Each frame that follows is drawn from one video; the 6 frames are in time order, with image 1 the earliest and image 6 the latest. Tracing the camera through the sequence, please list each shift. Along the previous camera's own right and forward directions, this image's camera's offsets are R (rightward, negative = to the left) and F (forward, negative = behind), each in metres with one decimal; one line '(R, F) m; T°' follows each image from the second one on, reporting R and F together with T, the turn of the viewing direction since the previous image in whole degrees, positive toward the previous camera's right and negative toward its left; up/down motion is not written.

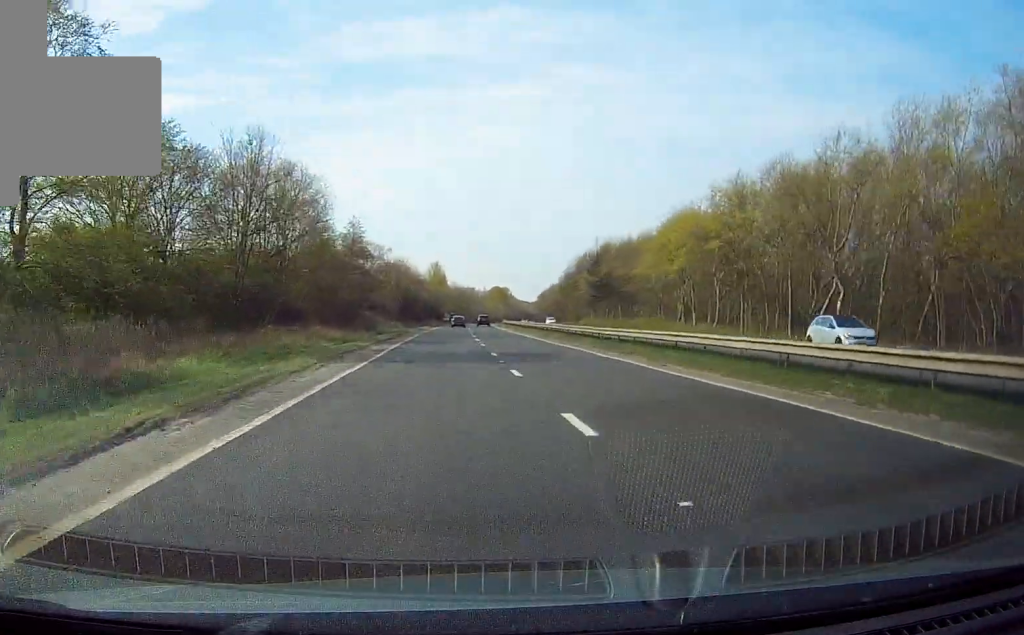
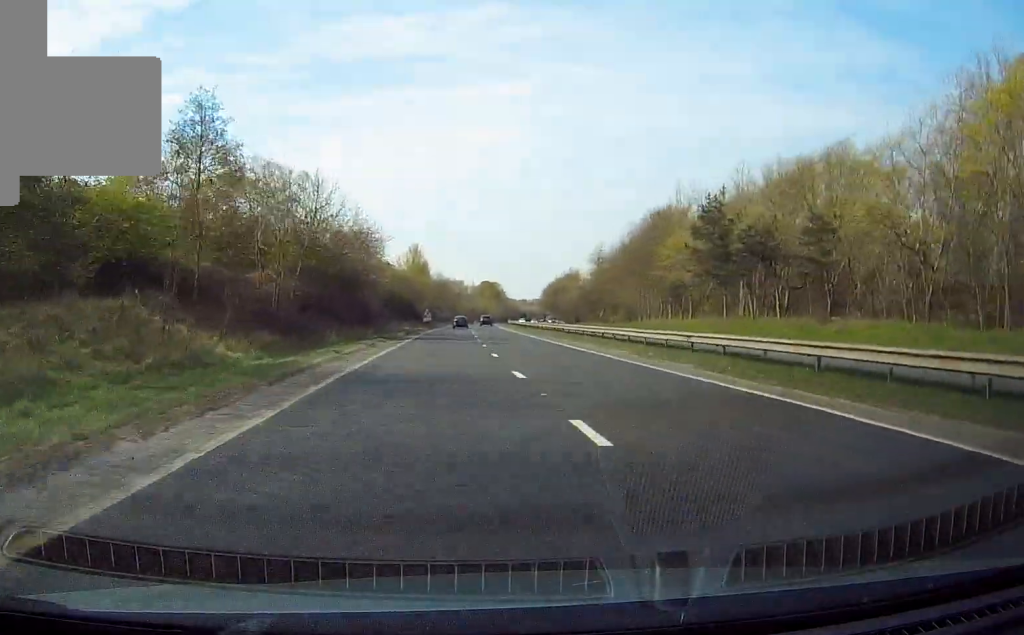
(+0.2, +62.4) m; 0°
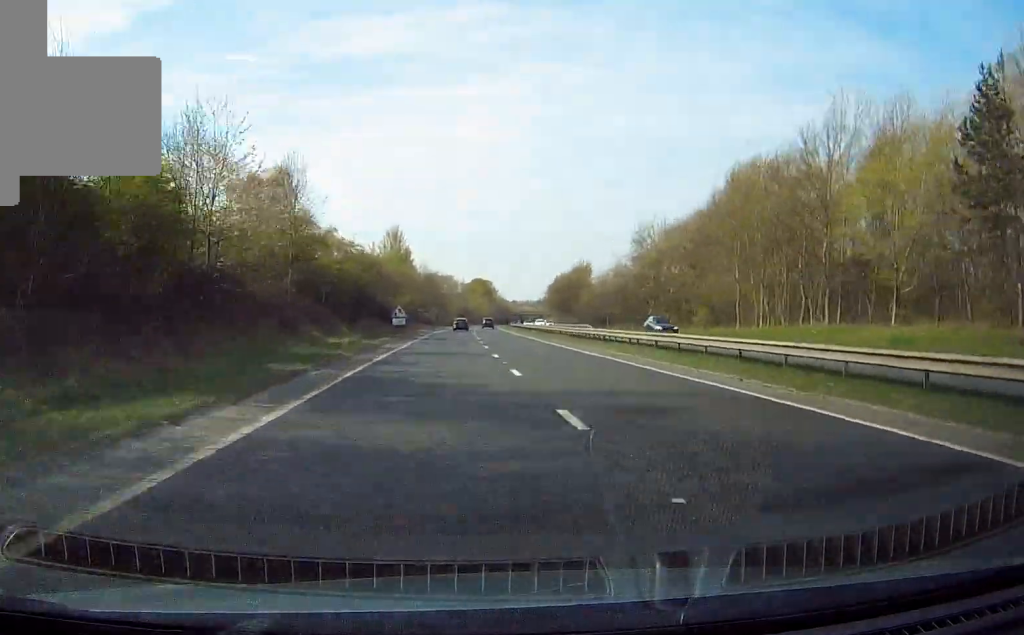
(+0.4, +42.3) m; +1°
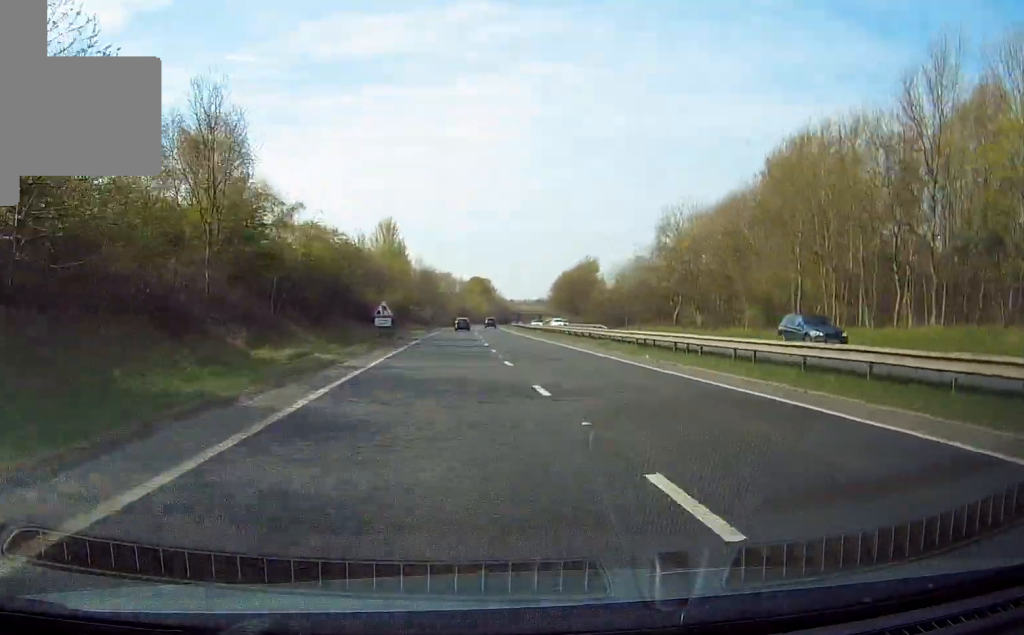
(+0.1, +13.6) m; 0°
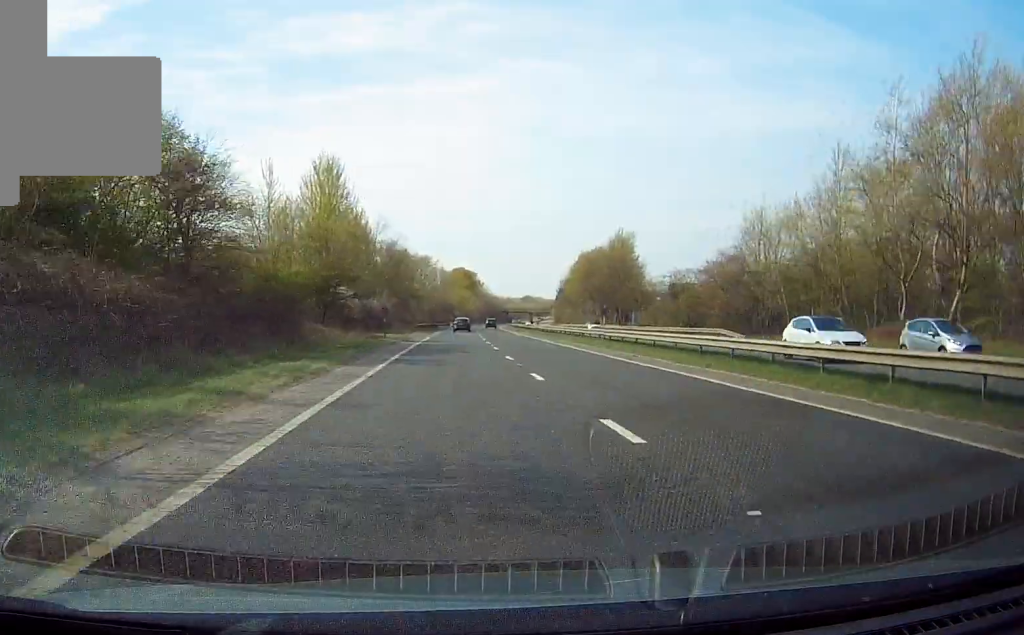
(+0.4, +57.4) m; +1°
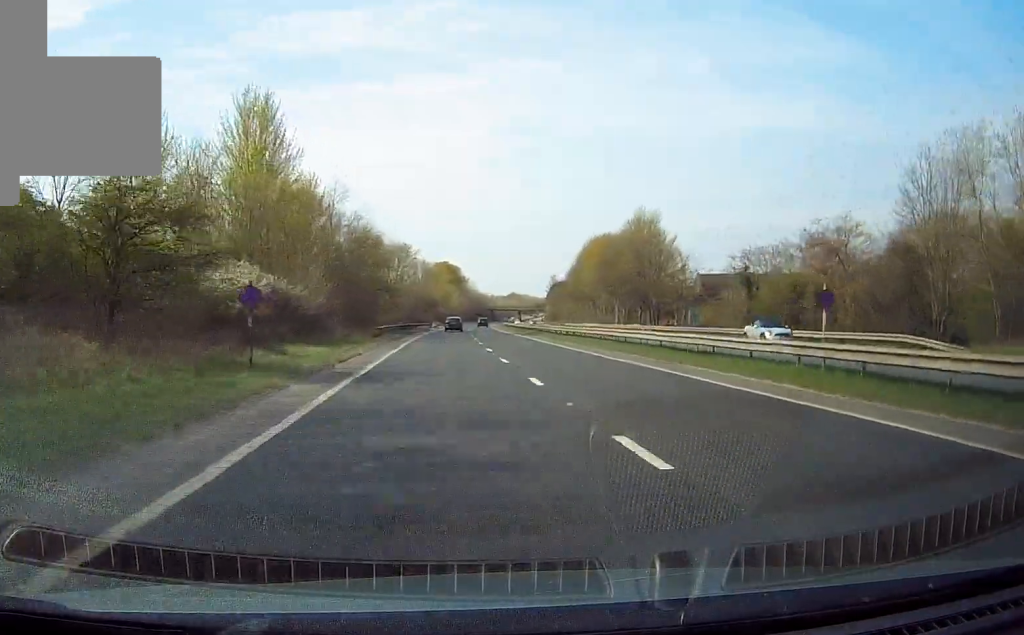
(+0.3, +27.7) m; +1°
